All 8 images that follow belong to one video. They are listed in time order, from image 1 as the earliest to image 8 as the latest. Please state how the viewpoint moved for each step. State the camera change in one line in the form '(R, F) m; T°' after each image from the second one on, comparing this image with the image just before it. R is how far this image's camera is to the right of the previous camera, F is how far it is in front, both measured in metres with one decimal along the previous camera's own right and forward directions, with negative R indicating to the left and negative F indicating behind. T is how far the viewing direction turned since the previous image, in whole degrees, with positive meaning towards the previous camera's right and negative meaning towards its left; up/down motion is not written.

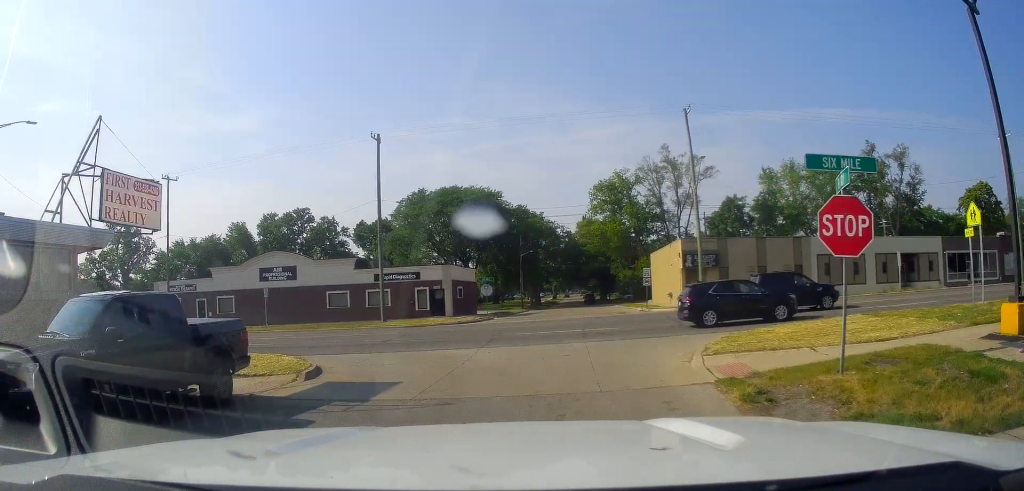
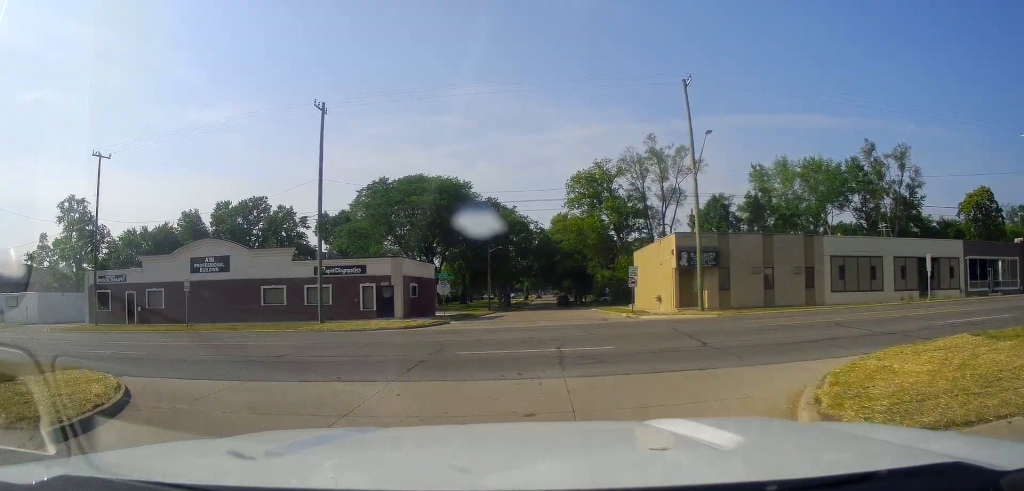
(+0.1, +6.5) m; 0°
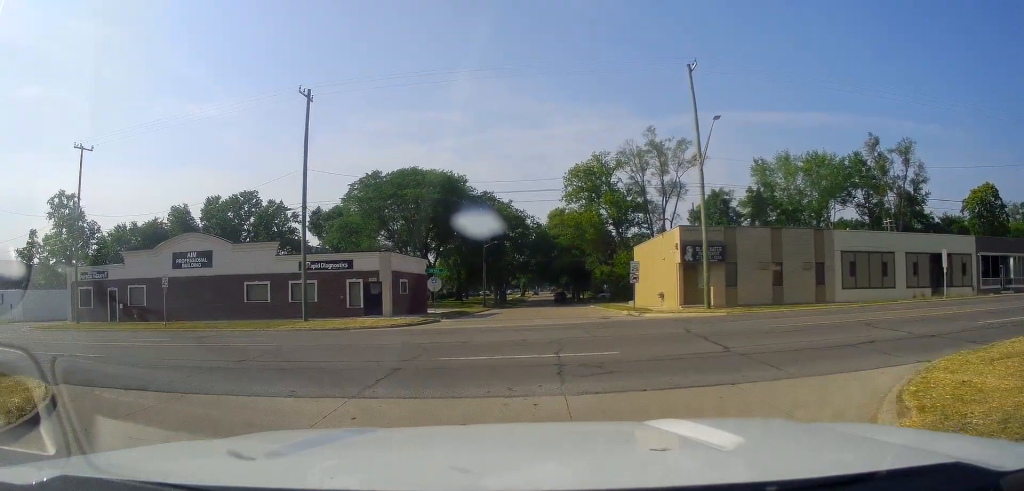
(0.0, +2.1) m; -3°
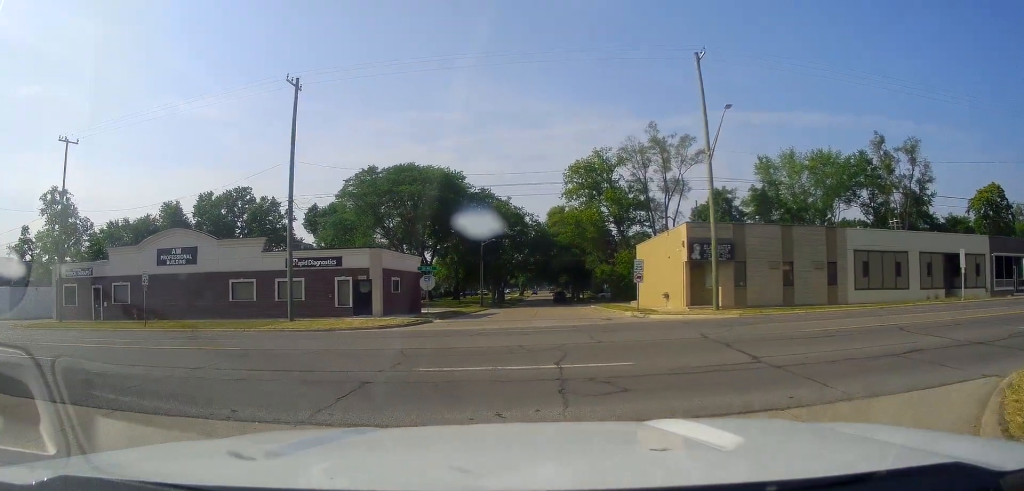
(0.0, +2.2) m; -4°
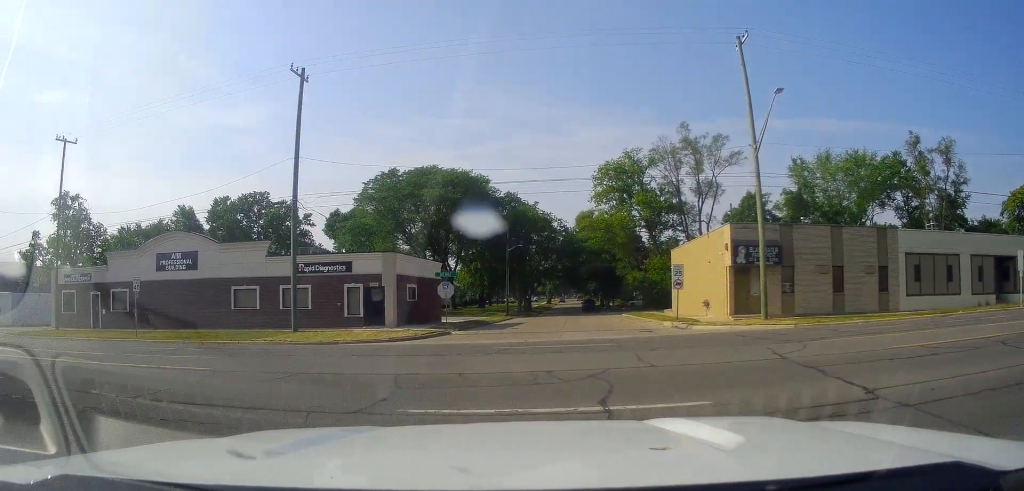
(-0.4, +4.5) m; -12°
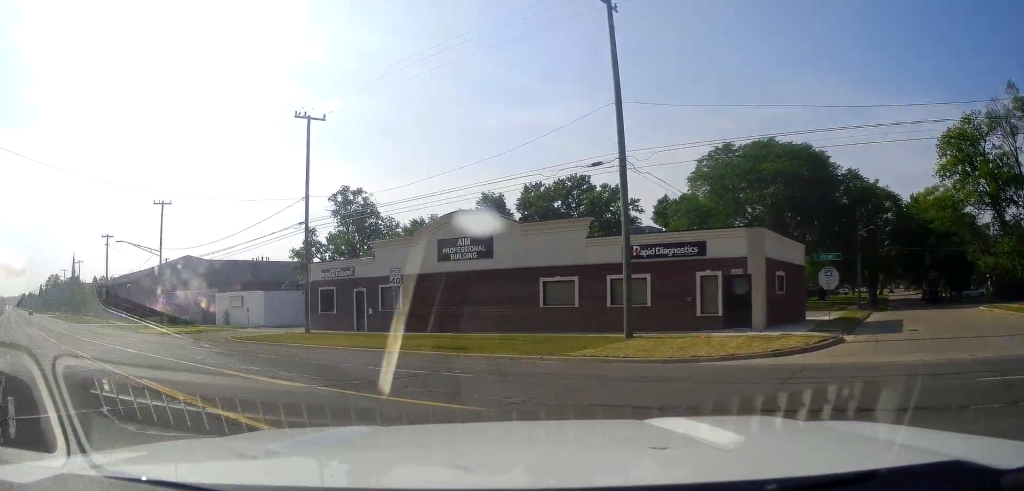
(-2.4, +9.1) m; -31°
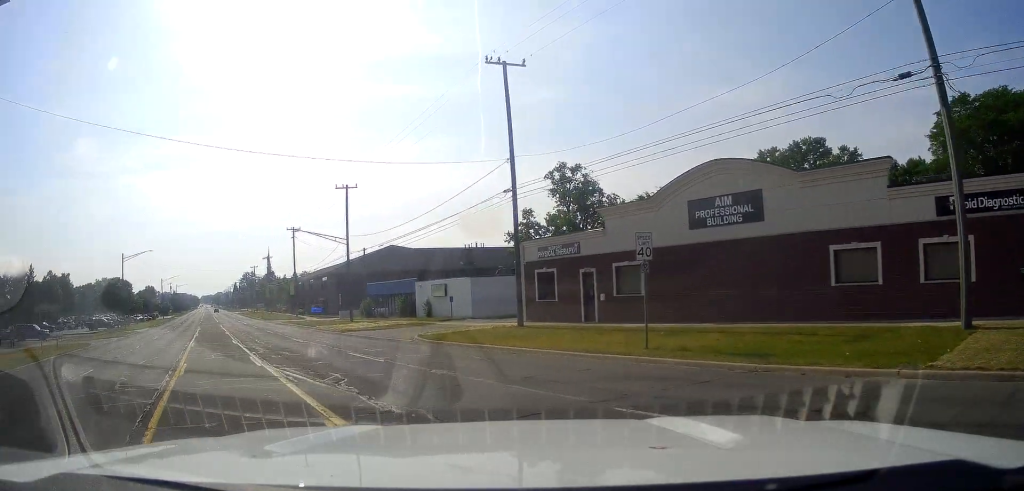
(-1.1, +7.3) m; -15°
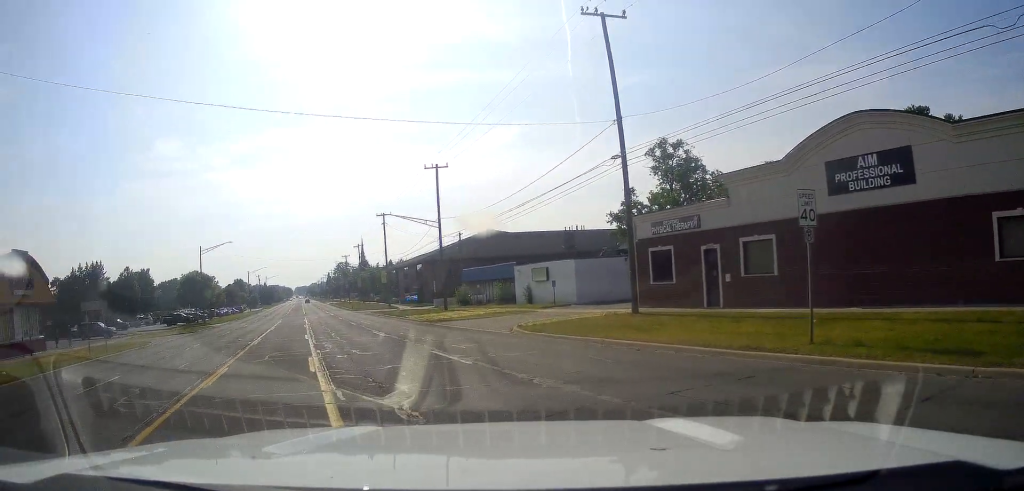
(-0.3, +4.0) m; -5°
